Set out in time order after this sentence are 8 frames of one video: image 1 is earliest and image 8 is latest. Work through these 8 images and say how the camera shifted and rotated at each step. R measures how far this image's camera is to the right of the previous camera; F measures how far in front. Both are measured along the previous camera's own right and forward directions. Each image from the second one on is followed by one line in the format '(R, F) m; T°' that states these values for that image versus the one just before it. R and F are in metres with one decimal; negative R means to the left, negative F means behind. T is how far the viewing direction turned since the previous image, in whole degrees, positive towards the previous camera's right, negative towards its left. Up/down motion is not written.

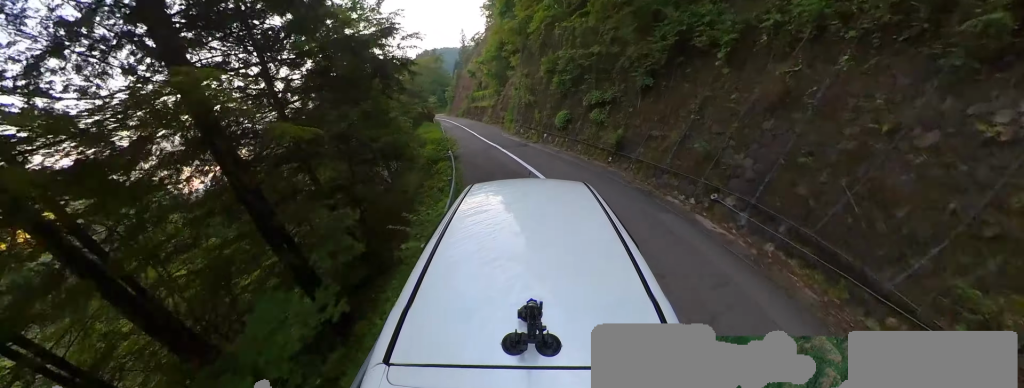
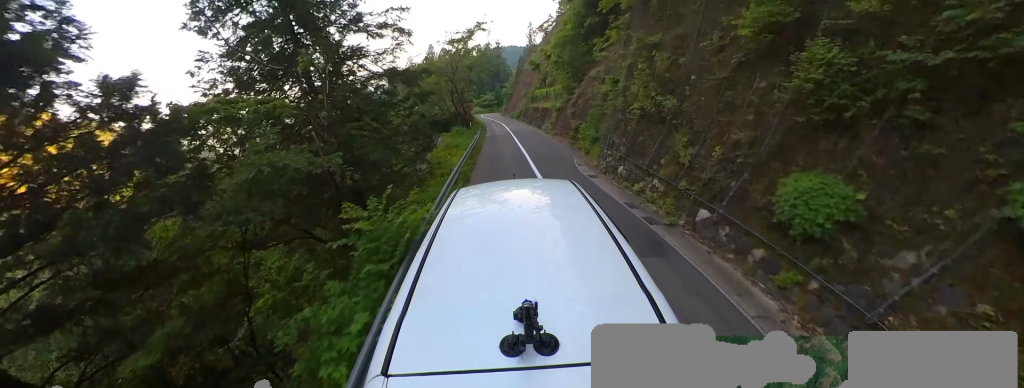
(-2.5, +10.4) m; -20°
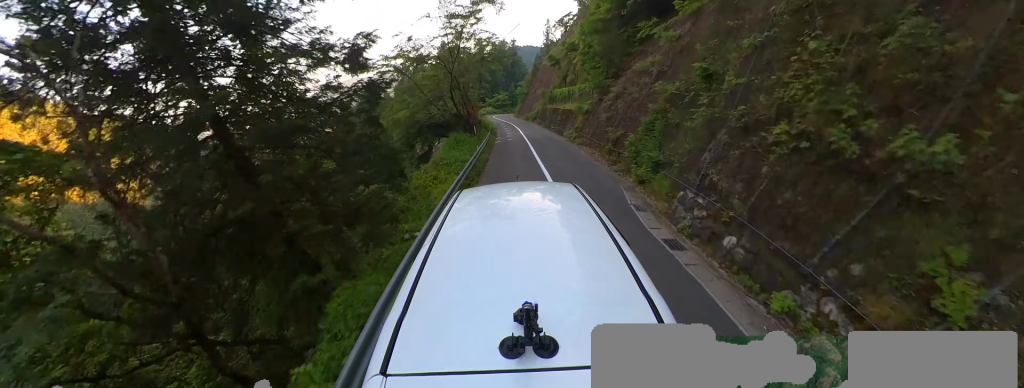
(-0.6, +5.1) m; +1°
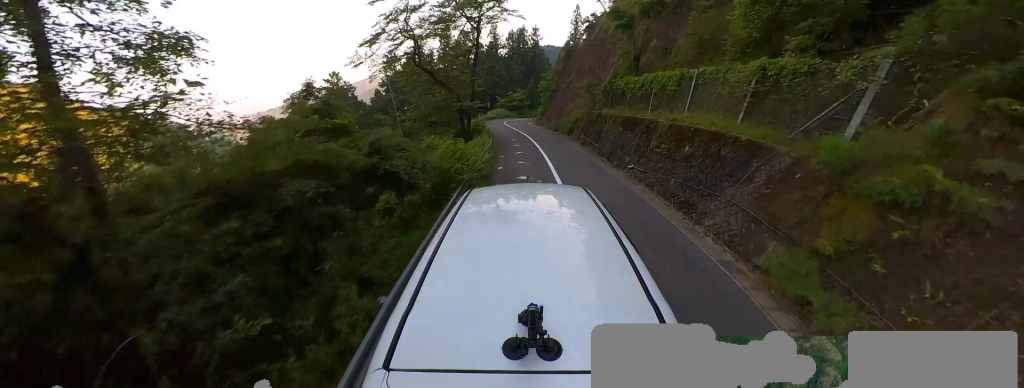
(-2.0, +18.3) m; -7°
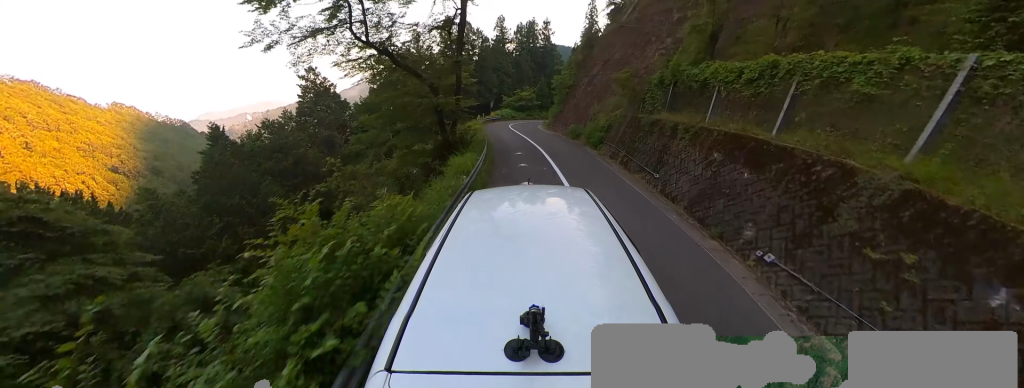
(+1.0, +7.2) m; +4°
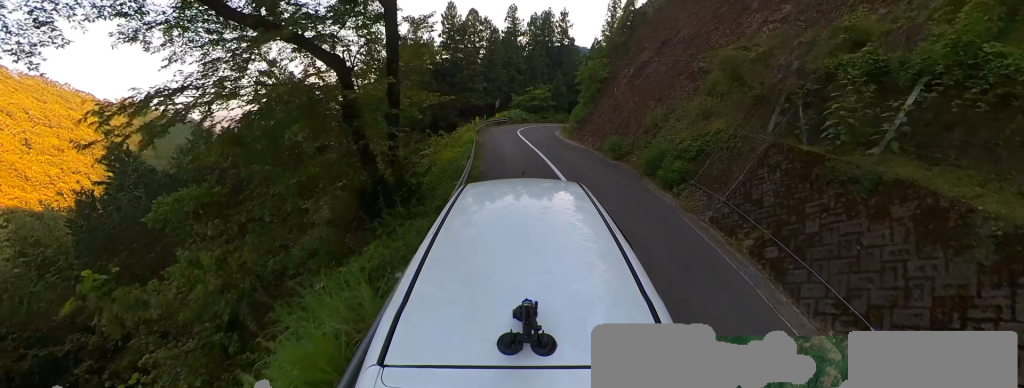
(+0.2, +8.4) m; -6°
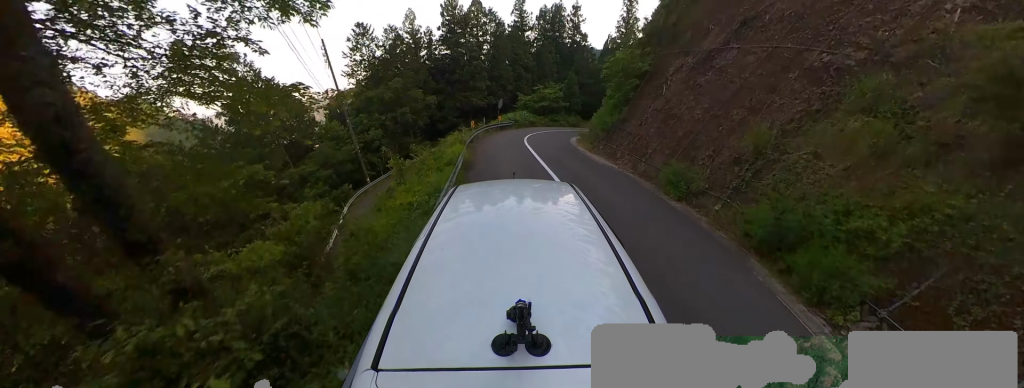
(-0.3, +5.8) m; -8°
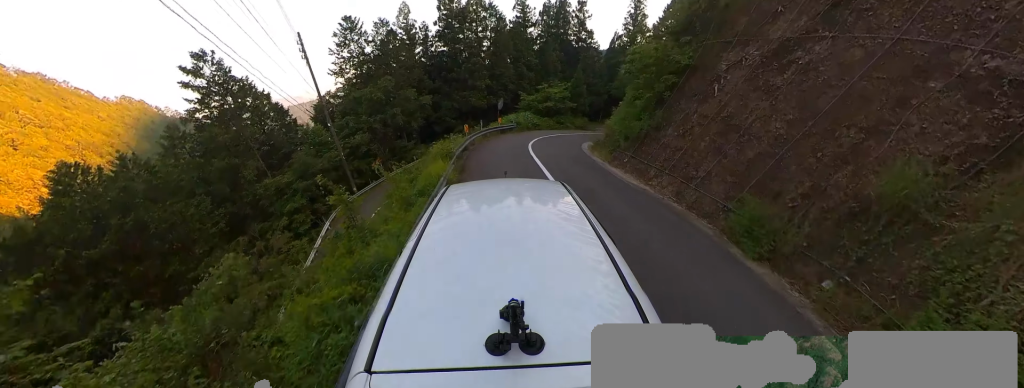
(-0.7, +3.5) m; 0°
